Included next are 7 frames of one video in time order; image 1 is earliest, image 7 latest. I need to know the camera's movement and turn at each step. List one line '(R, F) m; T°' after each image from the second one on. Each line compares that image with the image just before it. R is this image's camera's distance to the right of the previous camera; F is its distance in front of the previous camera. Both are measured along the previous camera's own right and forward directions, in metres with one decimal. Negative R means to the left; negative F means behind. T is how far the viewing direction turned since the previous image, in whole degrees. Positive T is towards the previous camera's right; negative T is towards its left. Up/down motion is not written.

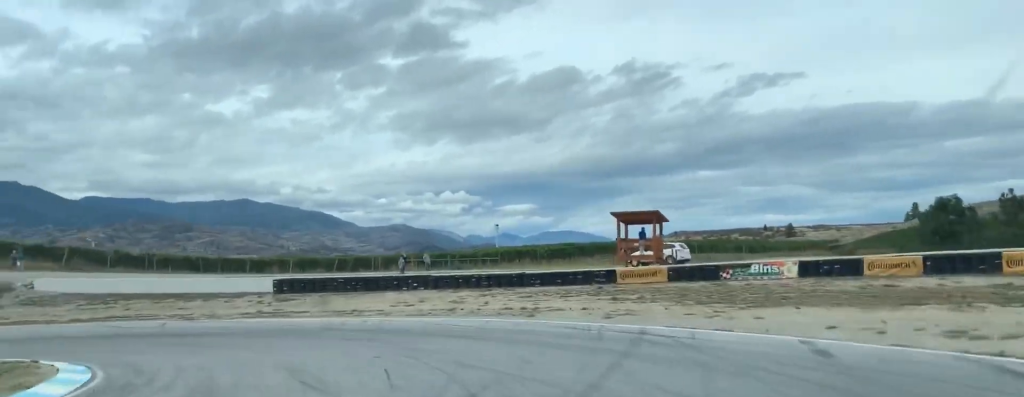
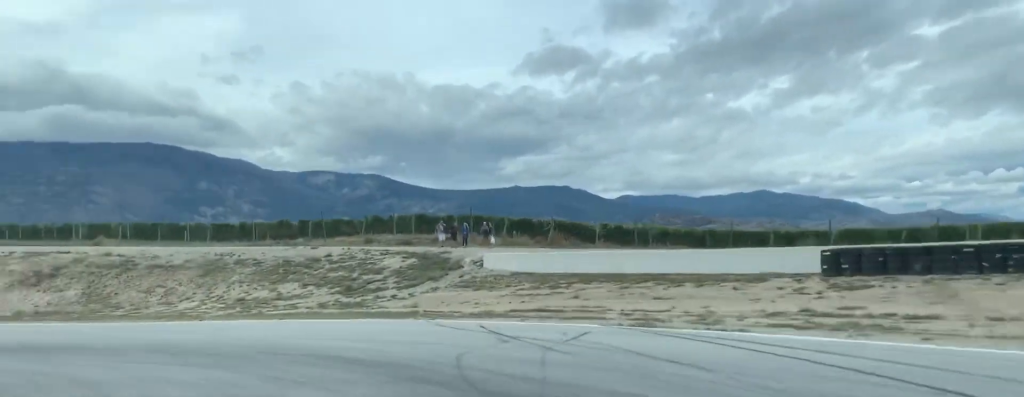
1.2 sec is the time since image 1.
(-7.6, +26.1) m; -39°
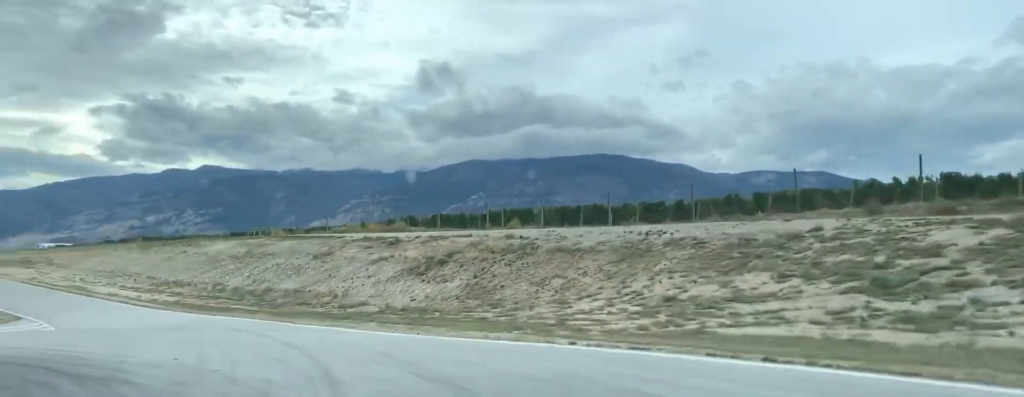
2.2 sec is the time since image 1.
(-8.1, +21.2) m; -38°
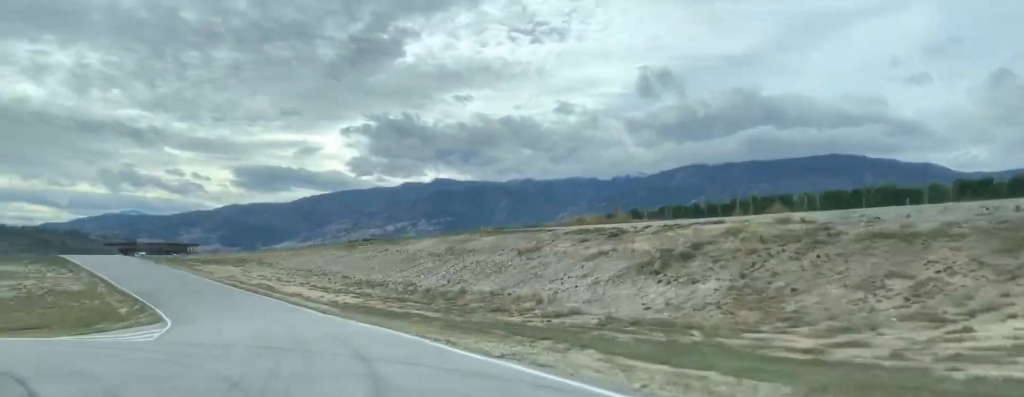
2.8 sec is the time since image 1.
(-1.5, +13.4) m; -17°
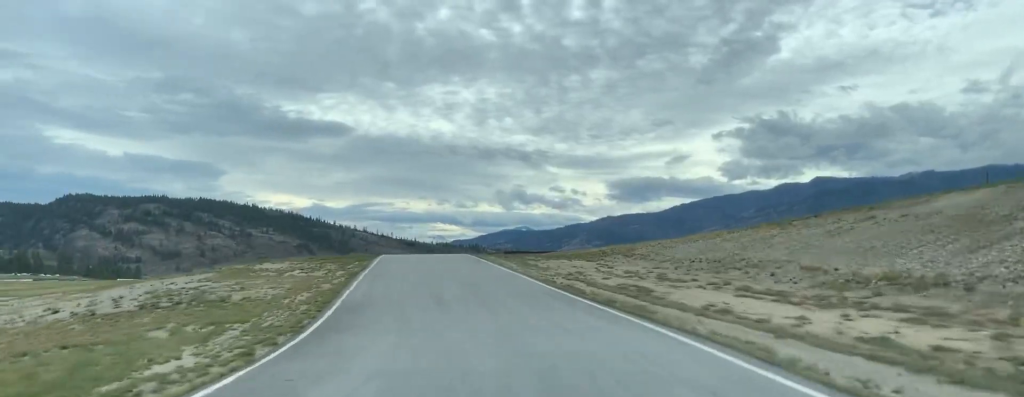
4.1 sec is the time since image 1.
(-7.3, +32.0) m; -16°
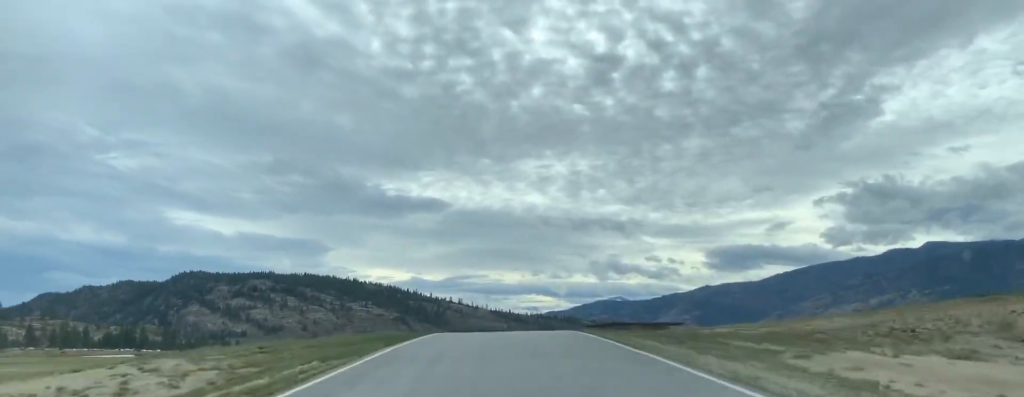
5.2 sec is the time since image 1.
(-0.9, +27.9) m; -2°
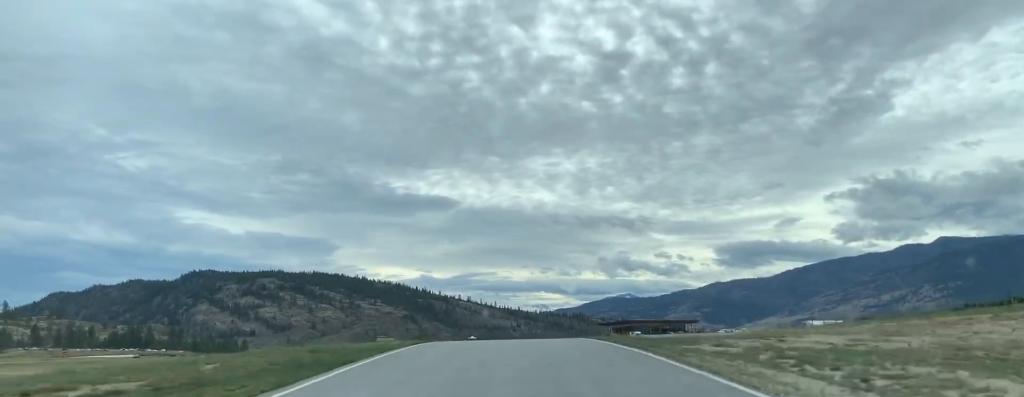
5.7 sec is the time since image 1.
(-0.1, +11.5) m; 0°
